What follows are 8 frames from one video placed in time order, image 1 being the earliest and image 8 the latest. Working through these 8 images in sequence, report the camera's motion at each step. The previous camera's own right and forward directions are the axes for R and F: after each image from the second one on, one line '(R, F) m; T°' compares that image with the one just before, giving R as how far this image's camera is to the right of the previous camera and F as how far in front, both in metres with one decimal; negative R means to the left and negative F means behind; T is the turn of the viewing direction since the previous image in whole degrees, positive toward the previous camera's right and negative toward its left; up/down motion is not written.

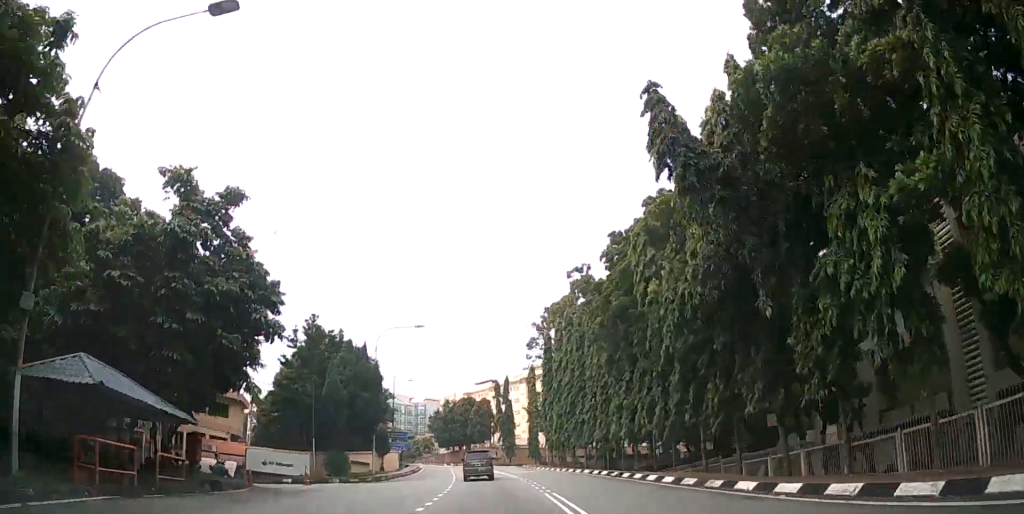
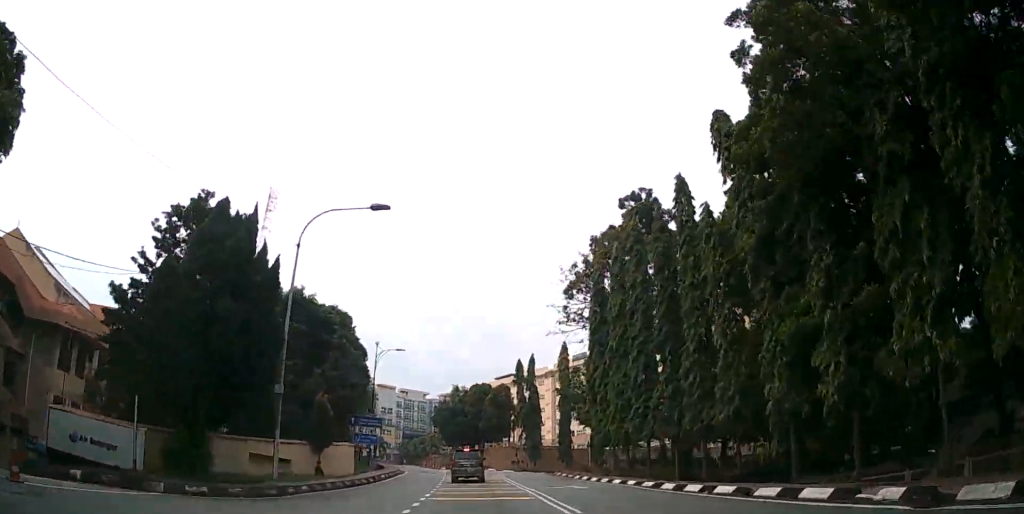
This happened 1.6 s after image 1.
(-0.2, +19.4) m; -1°
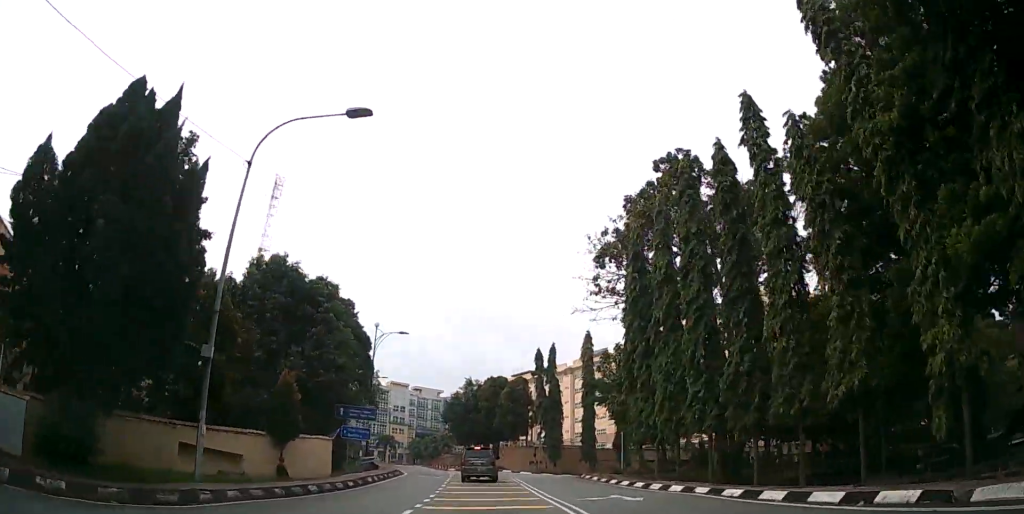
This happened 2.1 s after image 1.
(0.0, +6.3) m; -1°
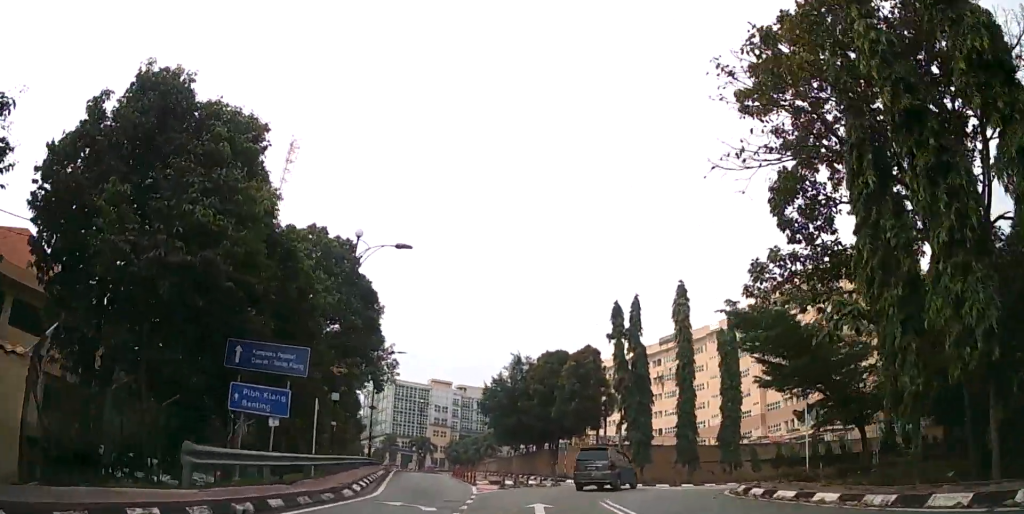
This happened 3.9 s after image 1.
(-0.7, +17.3) m; -5°
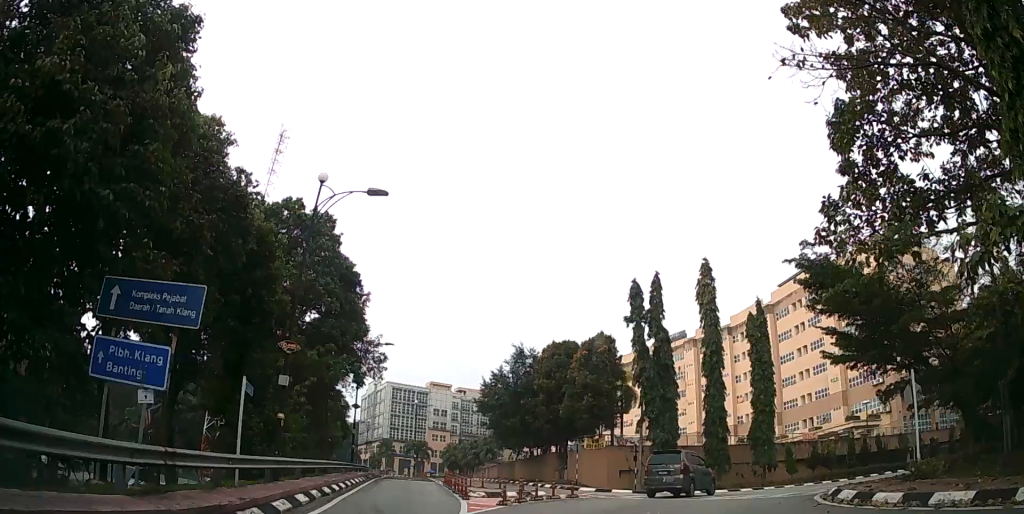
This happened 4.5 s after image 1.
(-0.1, +5.6) m; +1°
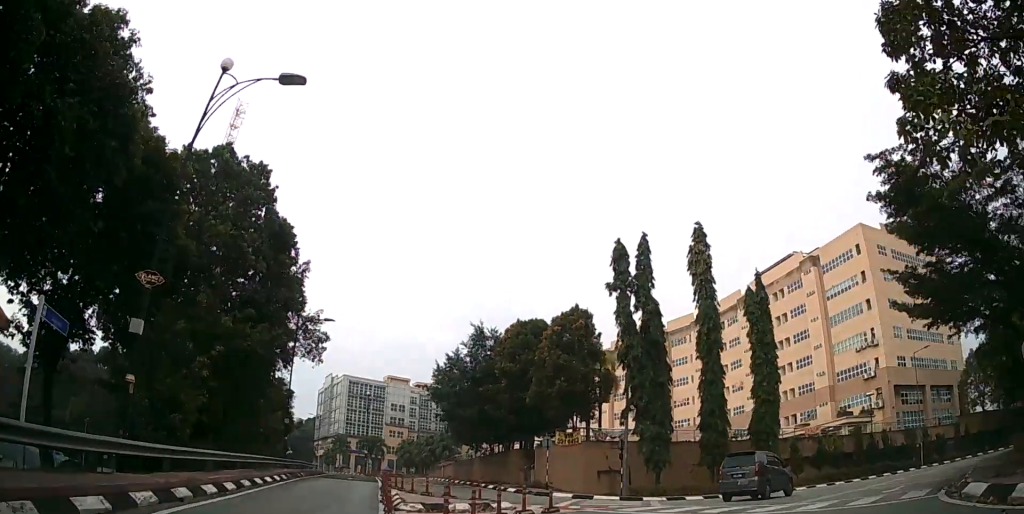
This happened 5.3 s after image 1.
(0.0, +6.5) m; +5°
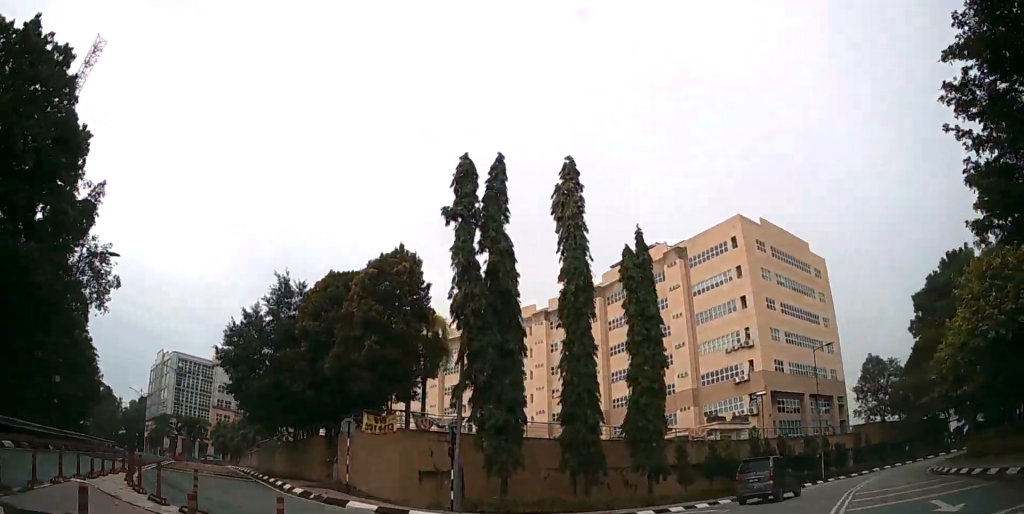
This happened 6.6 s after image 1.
(+1.2, +8.3) m; +21°
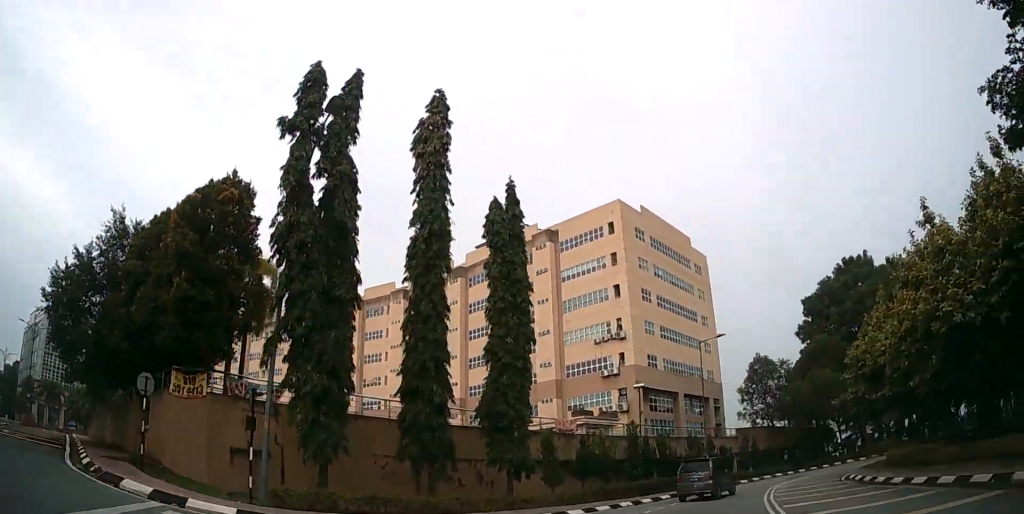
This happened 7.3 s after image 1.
(+0.5, +4.5) m; +14°
